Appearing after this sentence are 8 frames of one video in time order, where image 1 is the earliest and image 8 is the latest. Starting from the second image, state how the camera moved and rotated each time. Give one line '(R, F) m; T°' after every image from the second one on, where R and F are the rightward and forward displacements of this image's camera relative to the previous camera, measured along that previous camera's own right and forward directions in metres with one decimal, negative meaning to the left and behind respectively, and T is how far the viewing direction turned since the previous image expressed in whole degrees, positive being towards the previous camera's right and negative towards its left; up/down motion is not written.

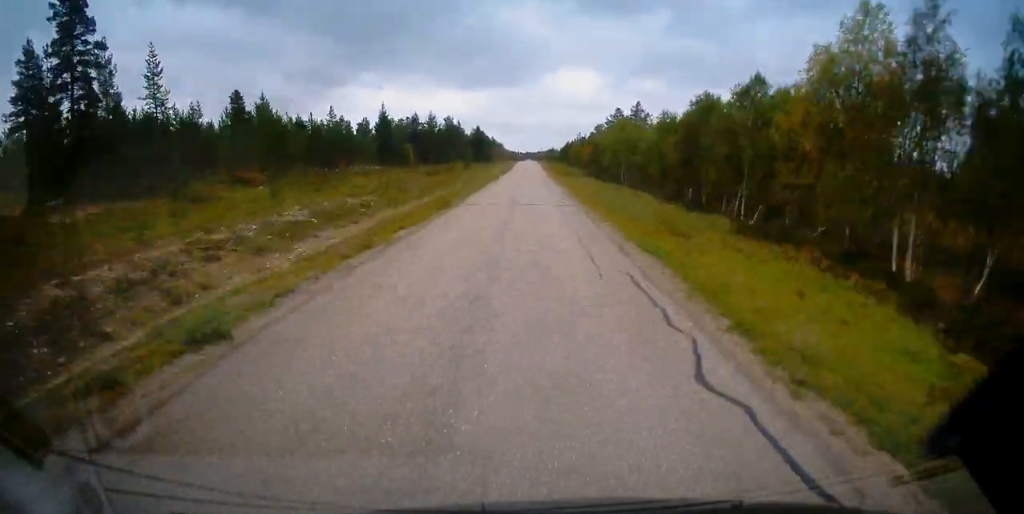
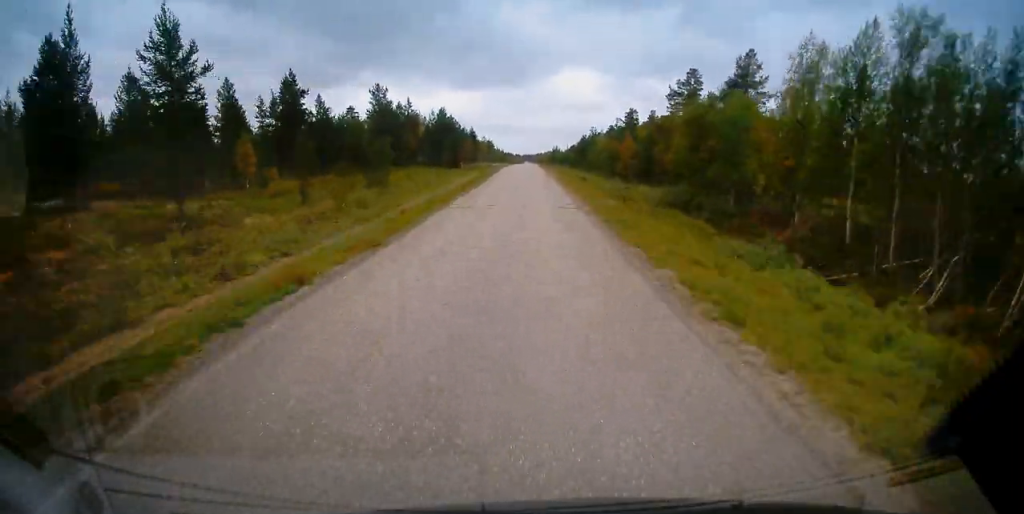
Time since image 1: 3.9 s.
(+0.4, +60.8) m; 0°
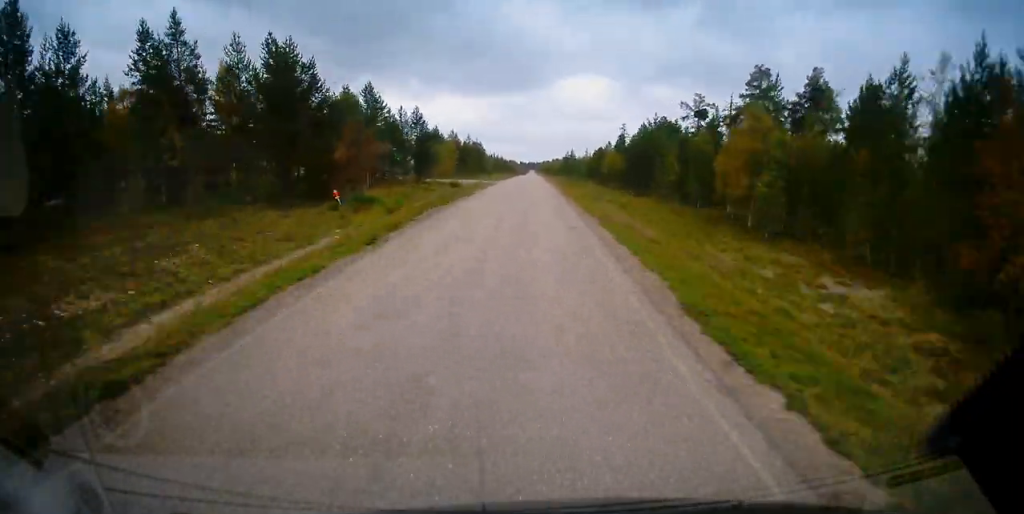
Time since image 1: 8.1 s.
(-0.5, +64.8) m; 0°
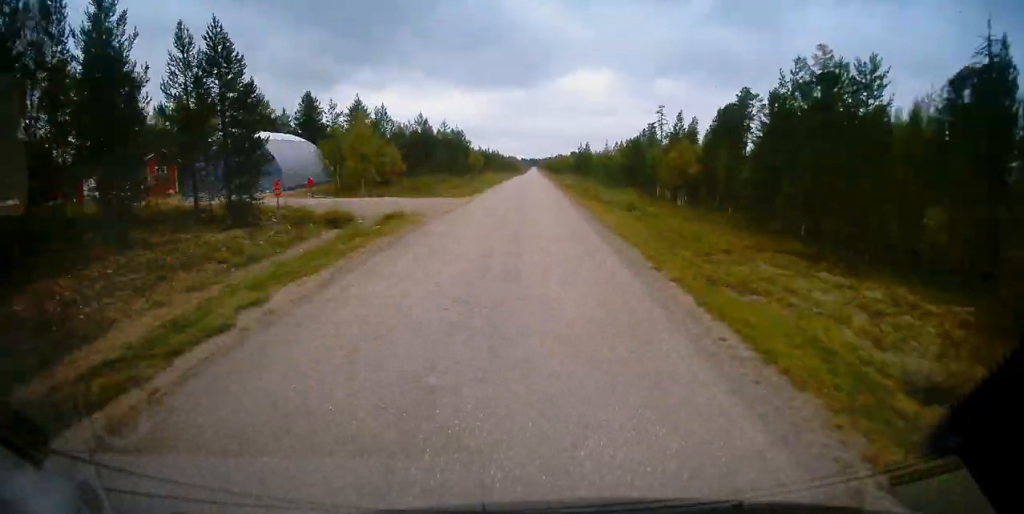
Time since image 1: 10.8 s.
(+0.1, +41.9) m; 0°
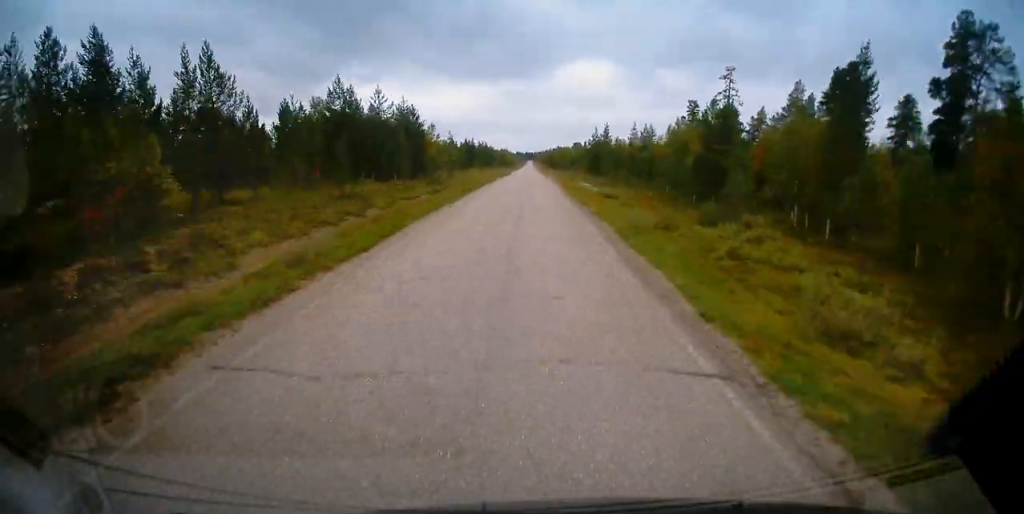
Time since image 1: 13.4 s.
(+0.1, +39.6) m; 0°
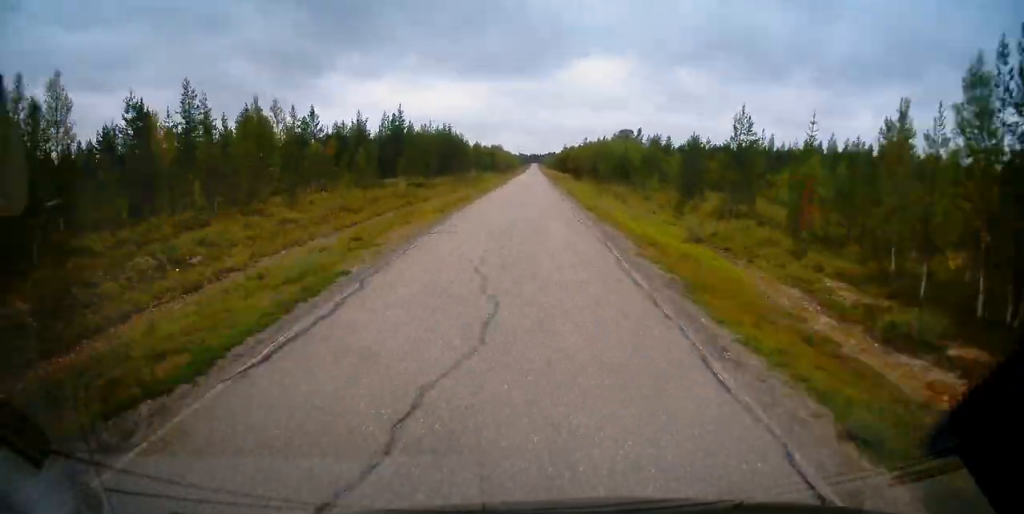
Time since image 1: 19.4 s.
(-0.2, +93.2) m; 0°
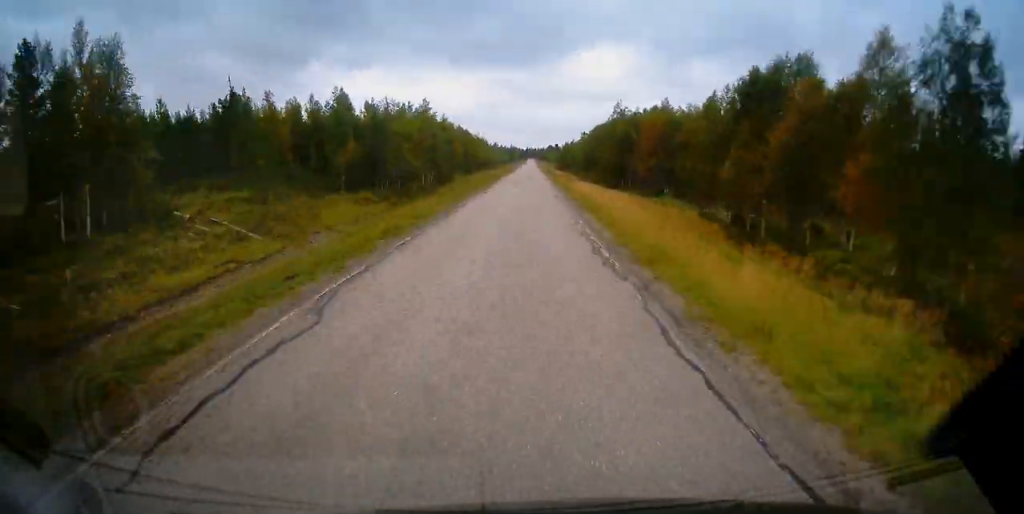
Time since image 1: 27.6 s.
(+0.5, +128.4) m; 0°
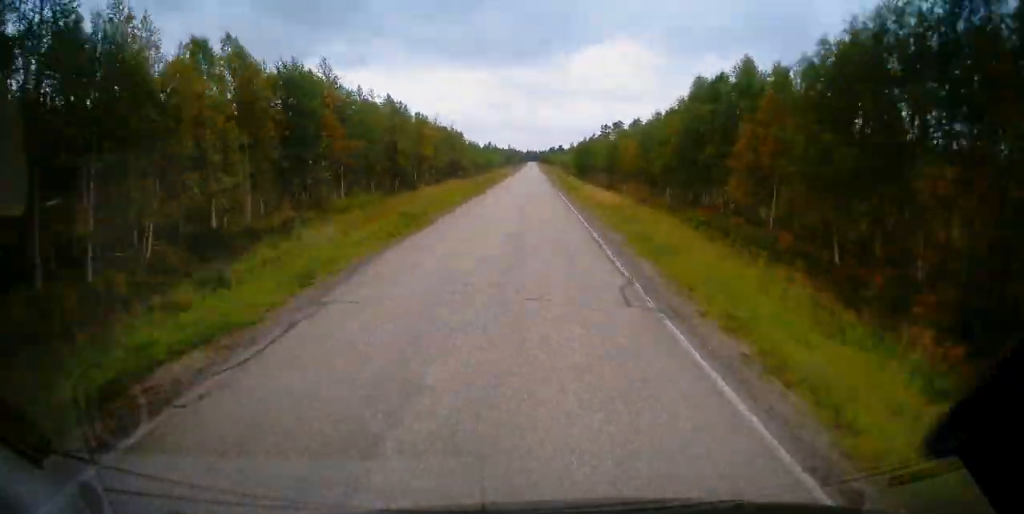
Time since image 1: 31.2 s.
(0.0, +56.2) m; 0°
